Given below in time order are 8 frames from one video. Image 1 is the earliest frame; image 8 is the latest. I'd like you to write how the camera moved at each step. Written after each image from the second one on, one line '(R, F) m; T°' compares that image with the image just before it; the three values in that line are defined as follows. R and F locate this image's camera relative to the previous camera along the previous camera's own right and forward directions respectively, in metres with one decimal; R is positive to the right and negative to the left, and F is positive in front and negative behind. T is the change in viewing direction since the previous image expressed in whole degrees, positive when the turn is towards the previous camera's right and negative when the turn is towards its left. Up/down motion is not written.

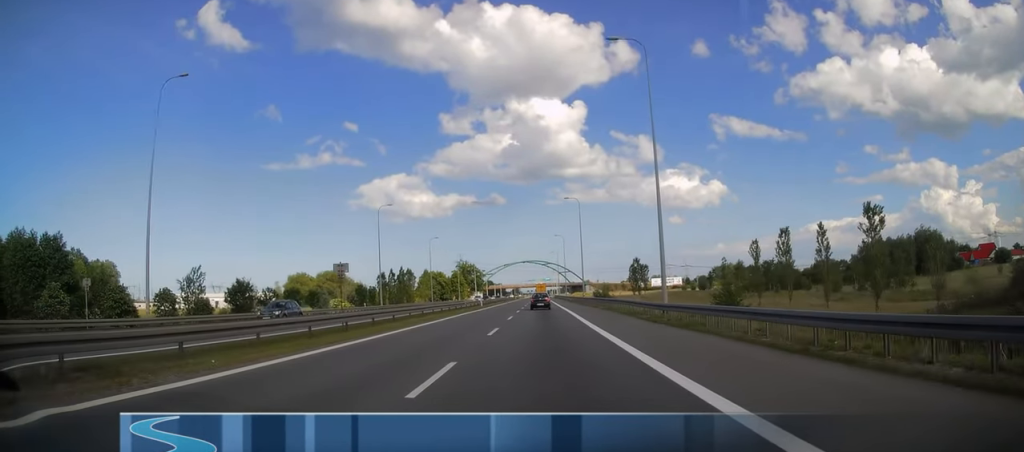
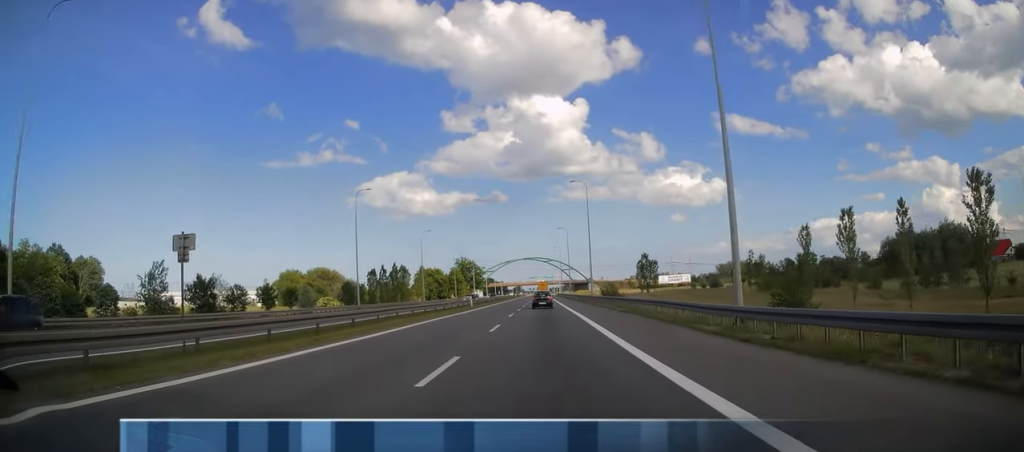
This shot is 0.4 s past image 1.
(0.0, +11.2) m; 0°
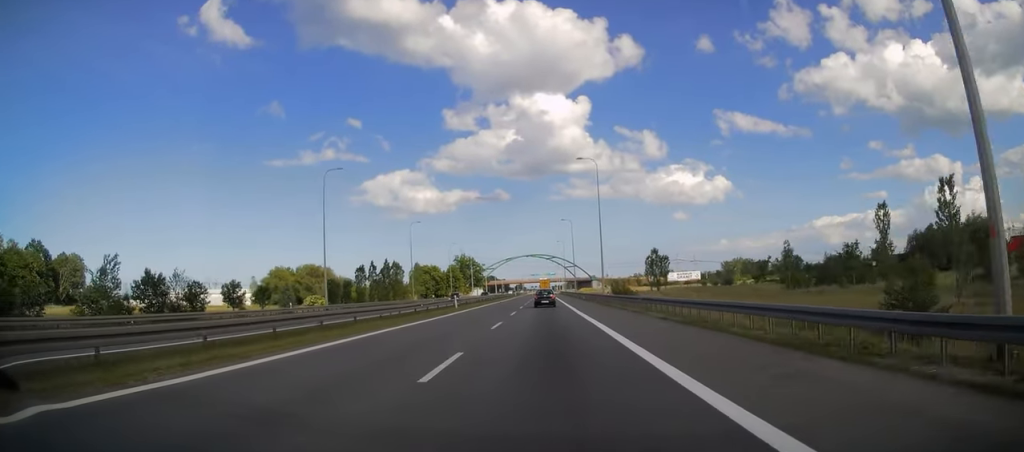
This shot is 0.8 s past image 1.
(0.0, +11.7) m; 0°
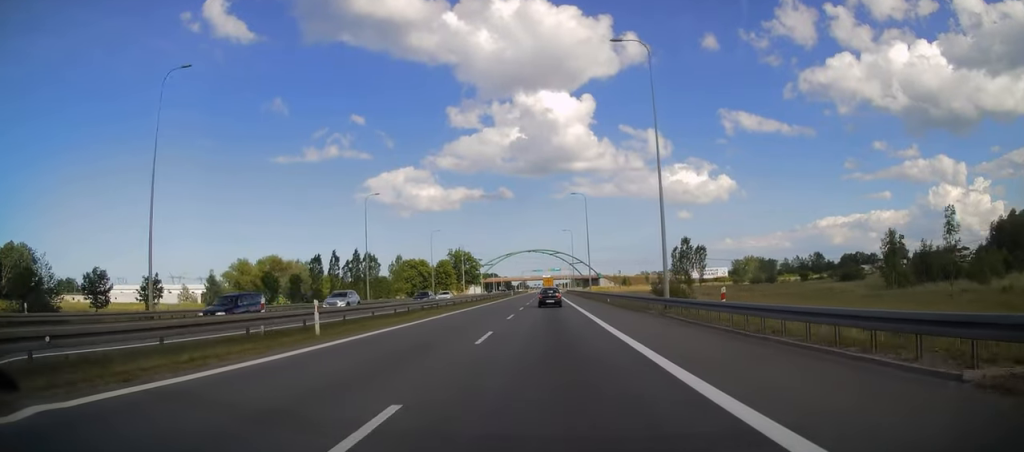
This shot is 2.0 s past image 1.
(0.0, +30.0) m; 0°
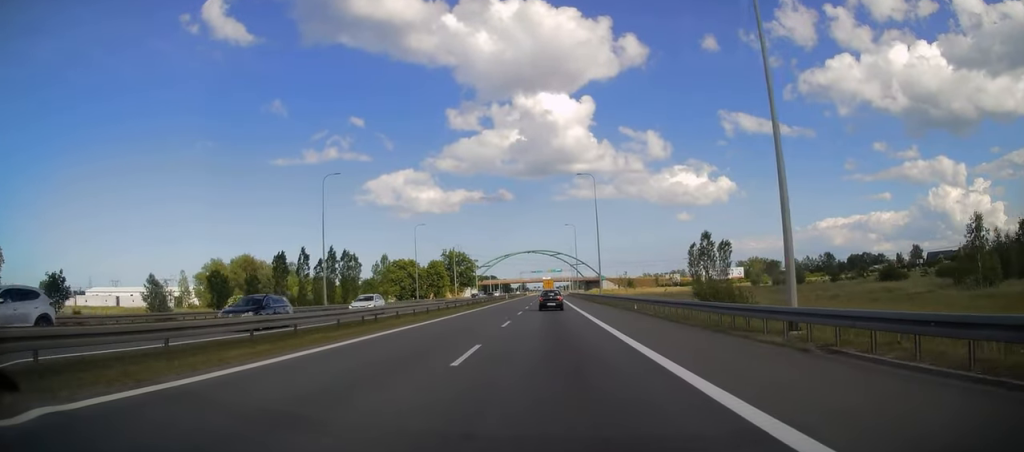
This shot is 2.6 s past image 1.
(0.0, +16.0) m; 0°
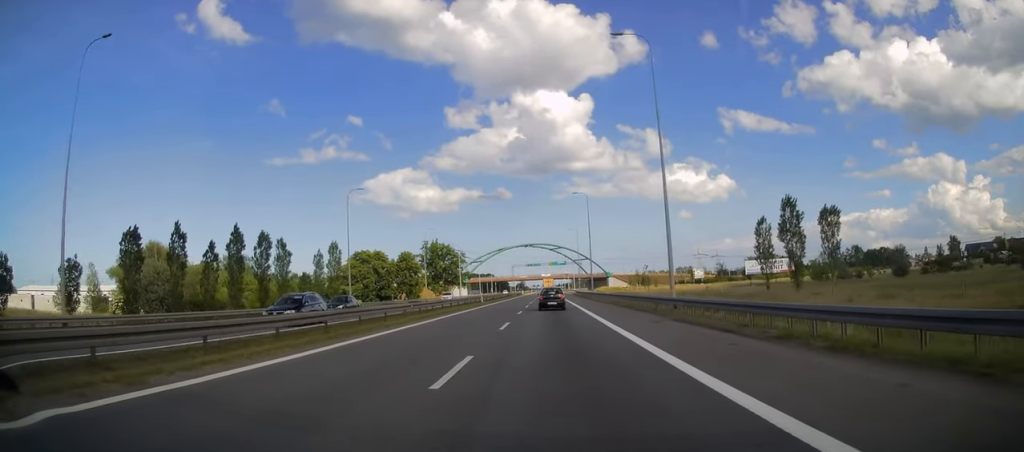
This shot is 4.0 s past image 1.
(-0.3, +38.9) m; 0°
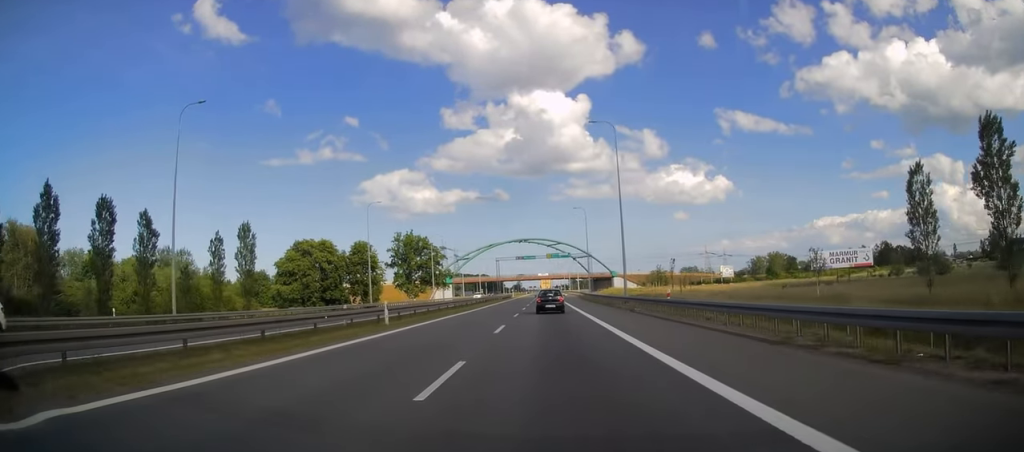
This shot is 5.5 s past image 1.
(+0.5, +36.7) m; 0°
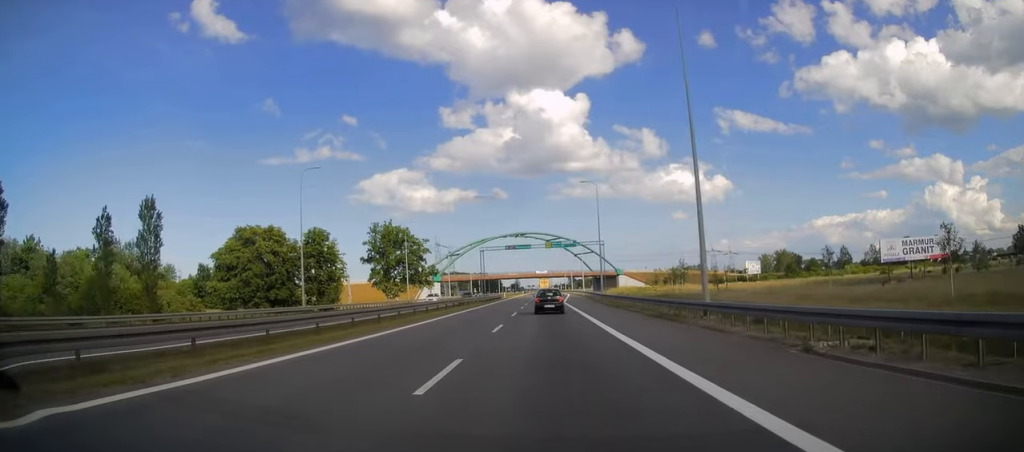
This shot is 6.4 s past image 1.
(-0.1, +23.6) m; -1°
